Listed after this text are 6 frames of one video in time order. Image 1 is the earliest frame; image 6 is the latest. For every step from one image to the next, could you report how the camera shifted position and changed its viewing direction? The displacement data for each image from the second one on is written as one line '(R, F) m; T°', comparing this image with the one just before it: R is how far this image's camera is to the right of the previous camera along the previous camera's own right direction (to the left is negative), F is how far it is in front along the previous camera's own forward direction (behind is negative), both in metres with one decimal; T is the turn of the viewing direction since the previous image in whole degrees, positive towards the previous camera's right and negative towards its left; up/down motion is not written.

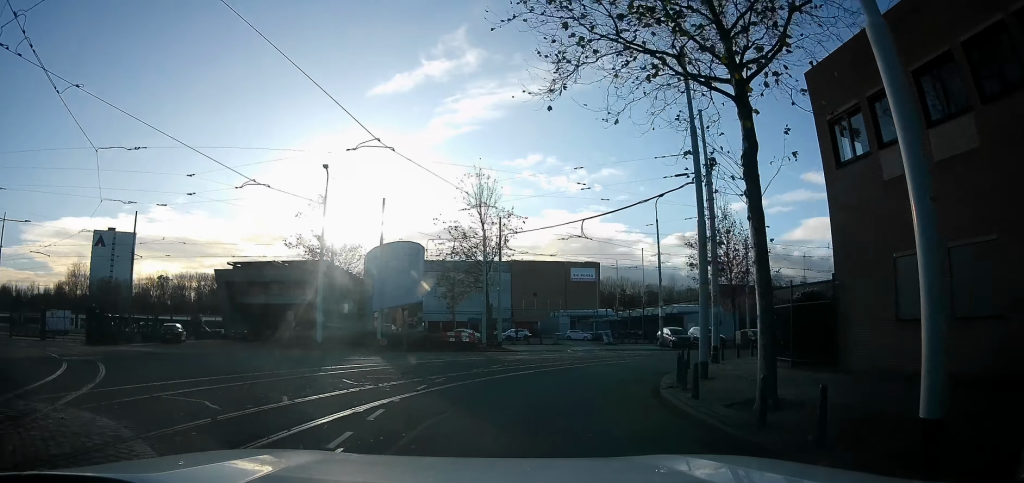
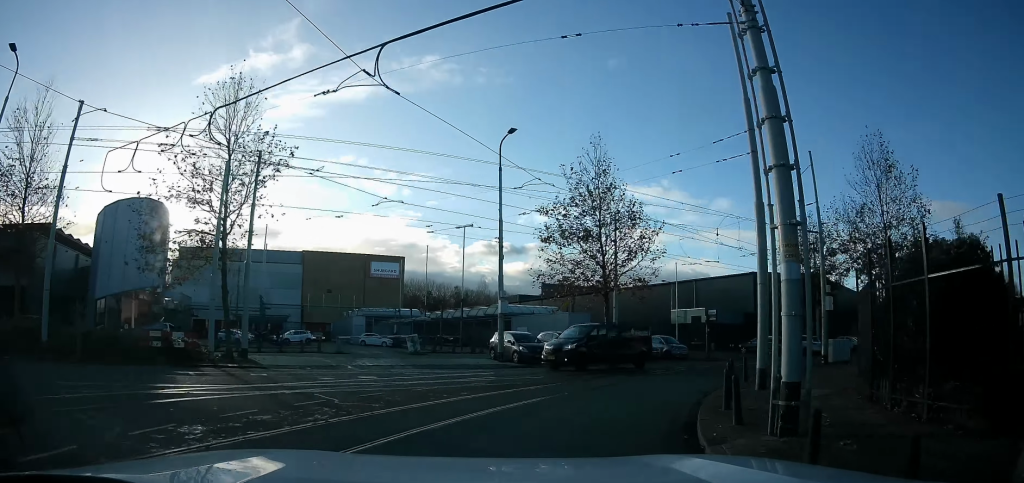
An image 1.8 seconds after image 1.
(0.0, +16.2) m; +9°
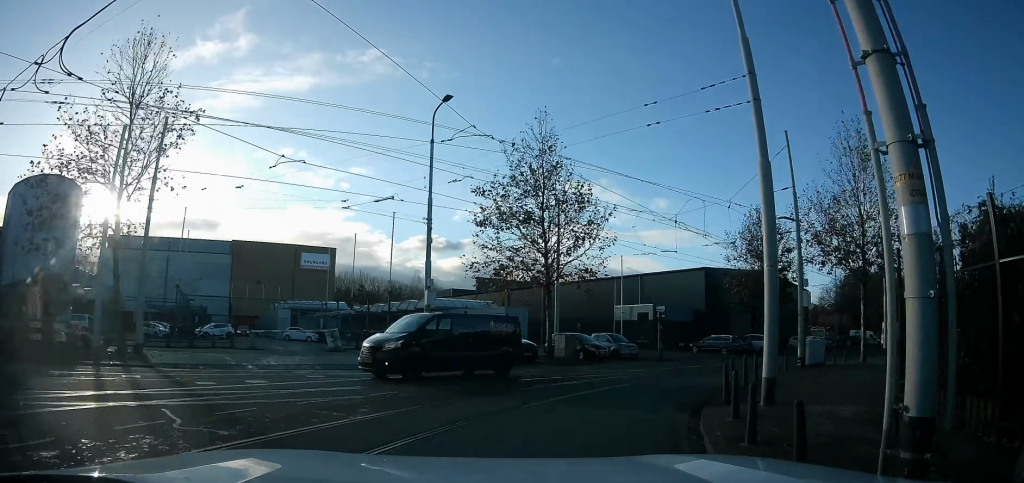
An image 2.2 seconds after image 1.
(+0.4, +3.2) m; +10°
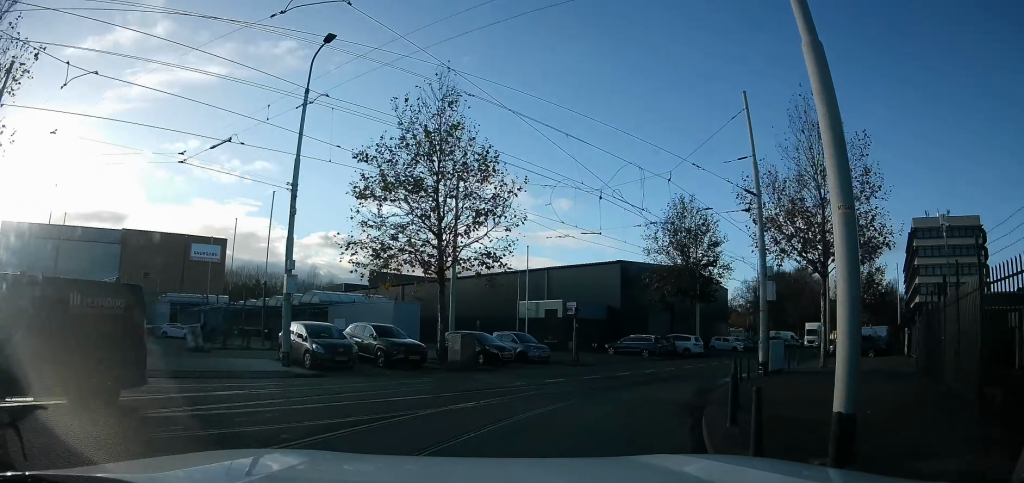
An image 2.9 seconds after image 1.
(+0.1, +4.7) m; +15°
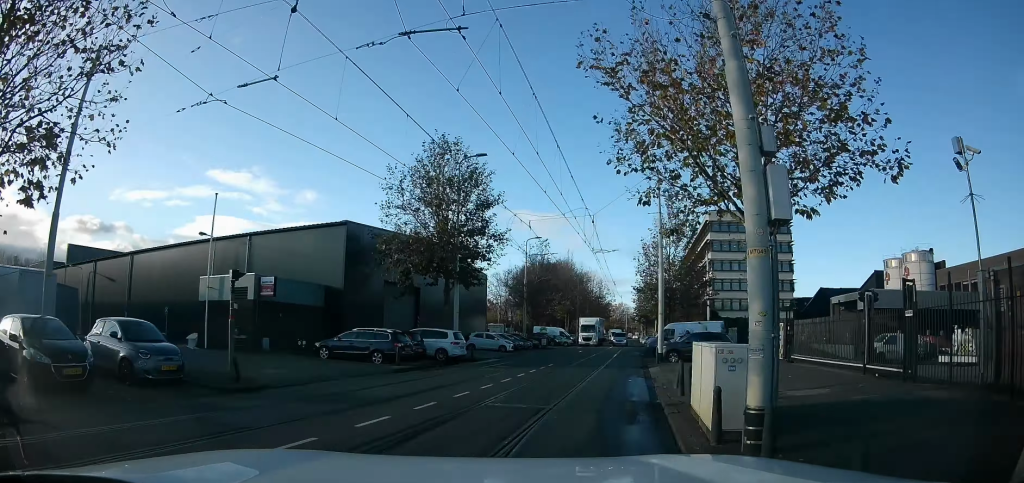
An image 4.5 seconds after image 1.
(+4.7, +9.9) m; +35°
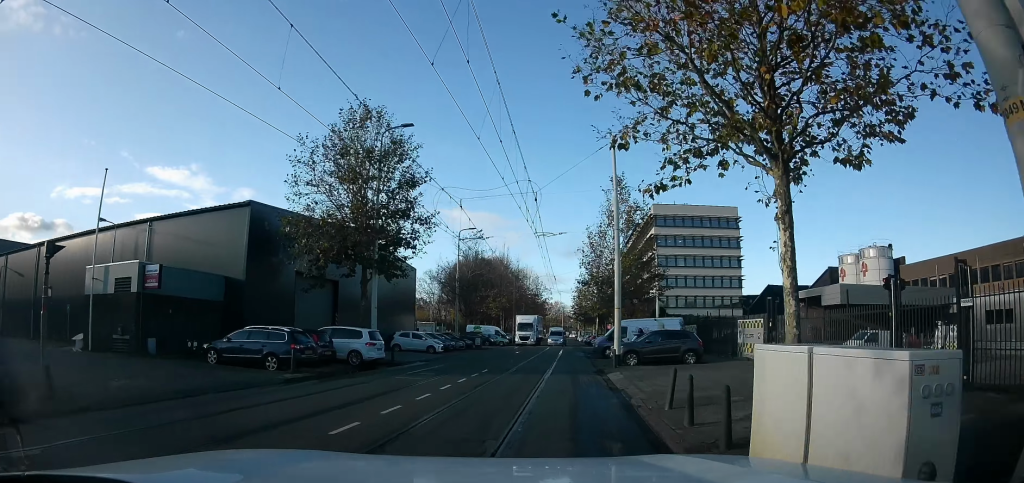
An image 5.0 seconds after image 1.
(+0.3, +3.5) m; +4°
